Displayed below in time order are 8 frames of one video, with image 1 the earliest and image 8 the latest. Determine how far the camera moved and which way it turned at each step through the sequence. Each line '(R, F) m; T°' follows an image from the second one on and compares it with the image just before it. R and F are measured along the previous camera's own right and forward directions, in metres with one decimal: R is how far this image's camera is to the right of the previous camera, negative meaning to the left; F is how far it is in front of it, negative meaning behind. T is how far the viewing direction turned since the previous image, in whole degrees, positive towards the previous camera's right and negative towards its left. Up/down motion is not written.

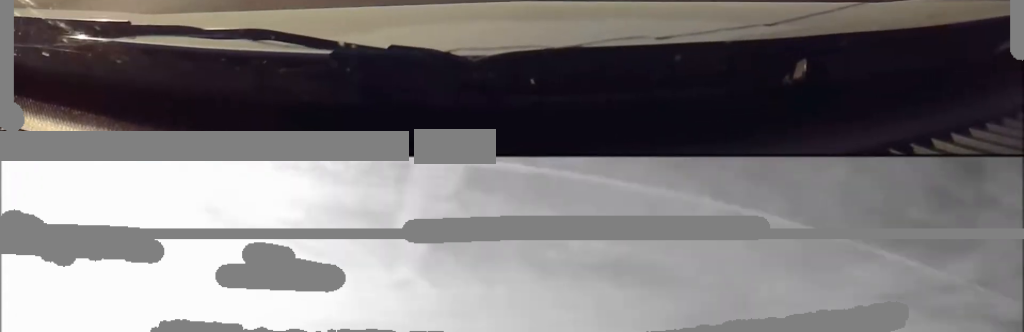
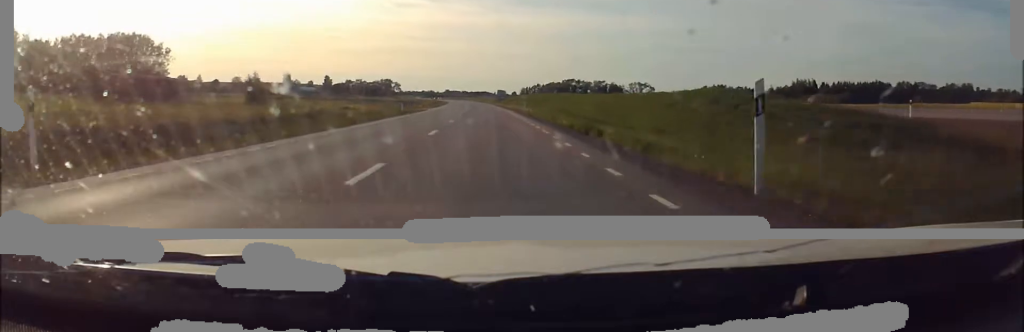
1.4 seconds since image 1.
(0.0, +36.1) m; 0°
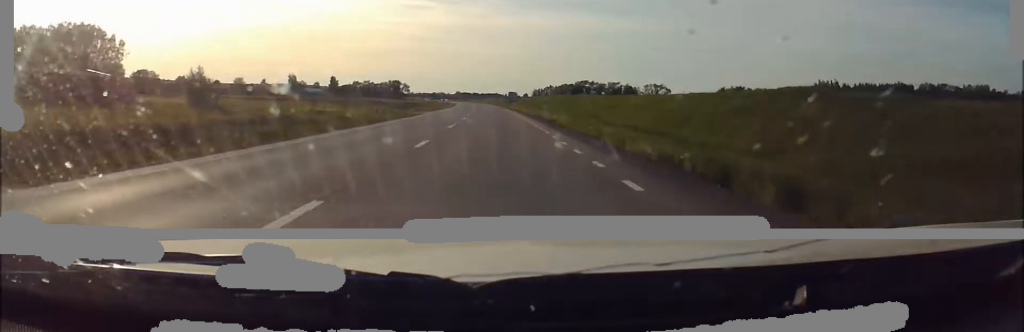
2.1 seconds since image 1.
(0.0, +18.0) m; -2°
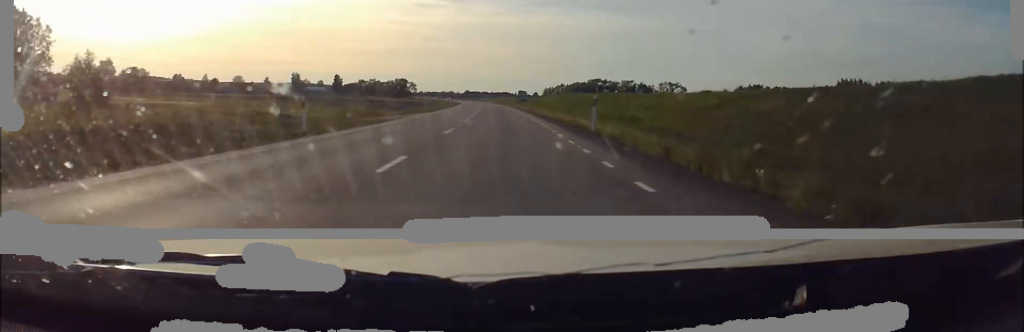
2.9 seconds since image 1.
(-0.4, +19.5) m; -3°
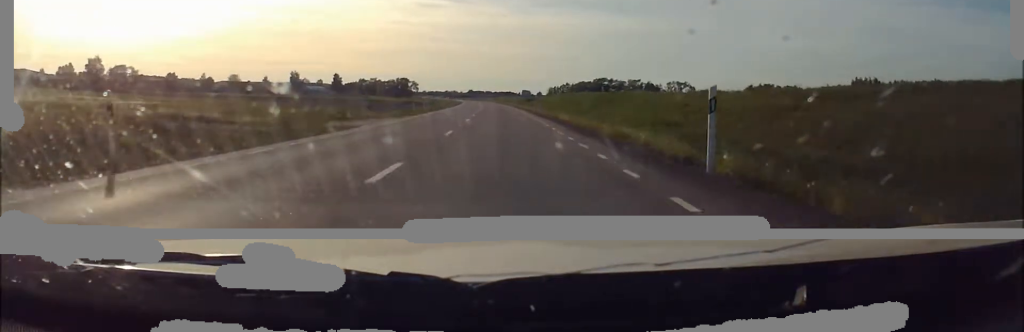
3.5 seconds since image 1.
(-0.6, +14.2) m; -2°
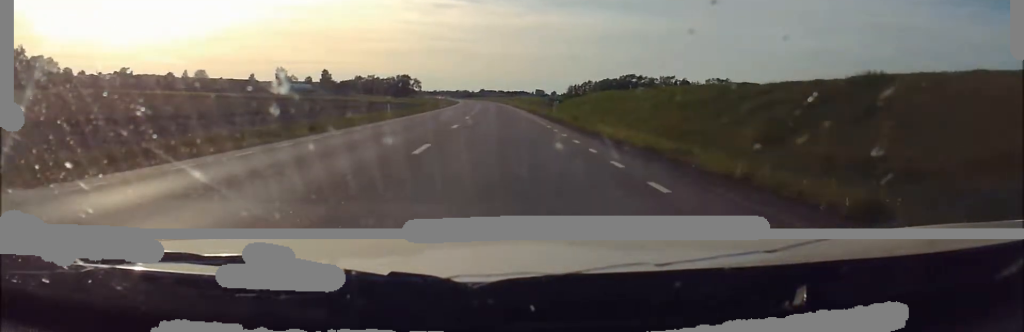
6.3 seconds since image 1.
(-1.0, +69.7) m; -1°
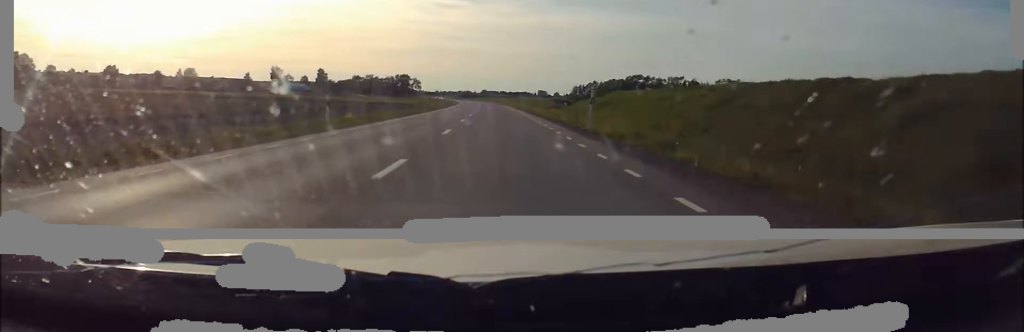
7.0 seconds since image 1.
(0.0, +16.3) m; -1°
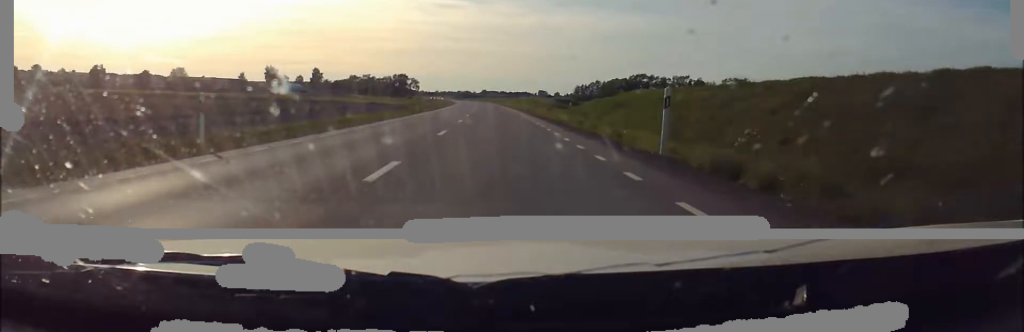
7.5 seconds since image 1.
(+0.2, +12.9) m; -2°
